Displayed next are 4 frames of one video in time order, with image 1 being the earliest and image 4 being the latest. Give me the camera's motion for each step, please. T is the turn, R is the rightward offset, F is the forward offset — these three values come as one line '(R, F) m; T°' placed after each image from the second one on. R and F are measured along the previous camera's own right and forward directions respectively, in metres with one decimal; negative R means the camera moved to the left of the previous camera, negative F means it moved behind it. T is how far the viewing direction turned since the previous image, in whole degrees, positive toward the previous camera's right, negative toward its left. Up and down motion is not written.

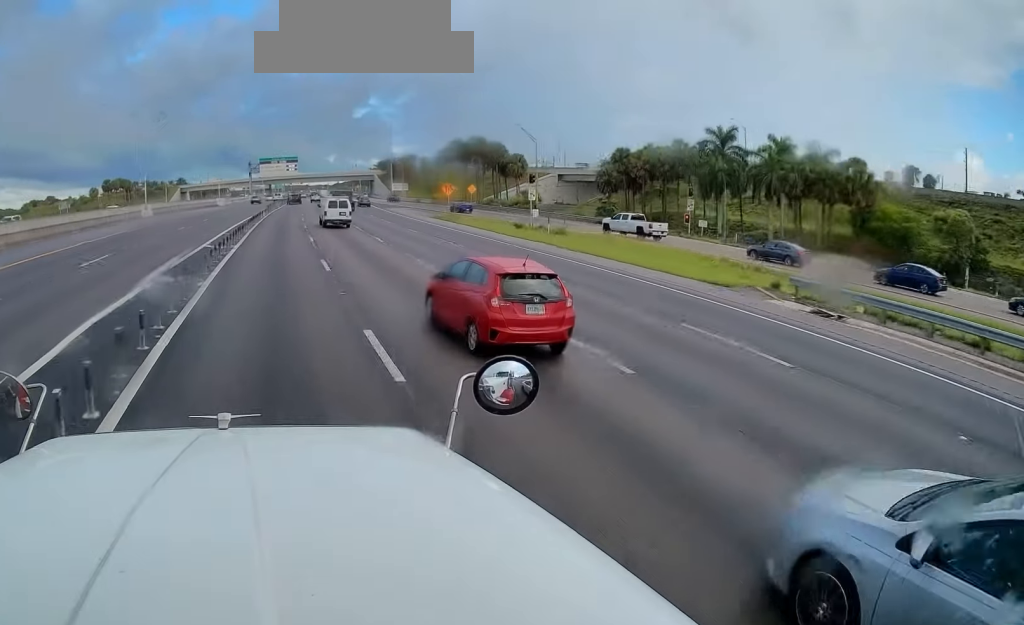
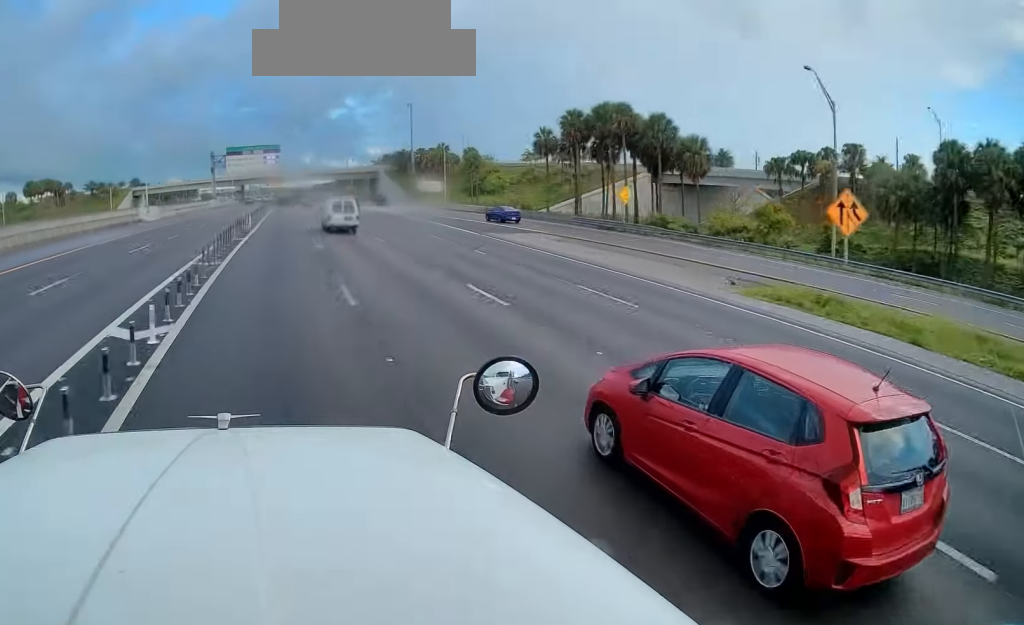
(+0.8, +52.6) m; +3°
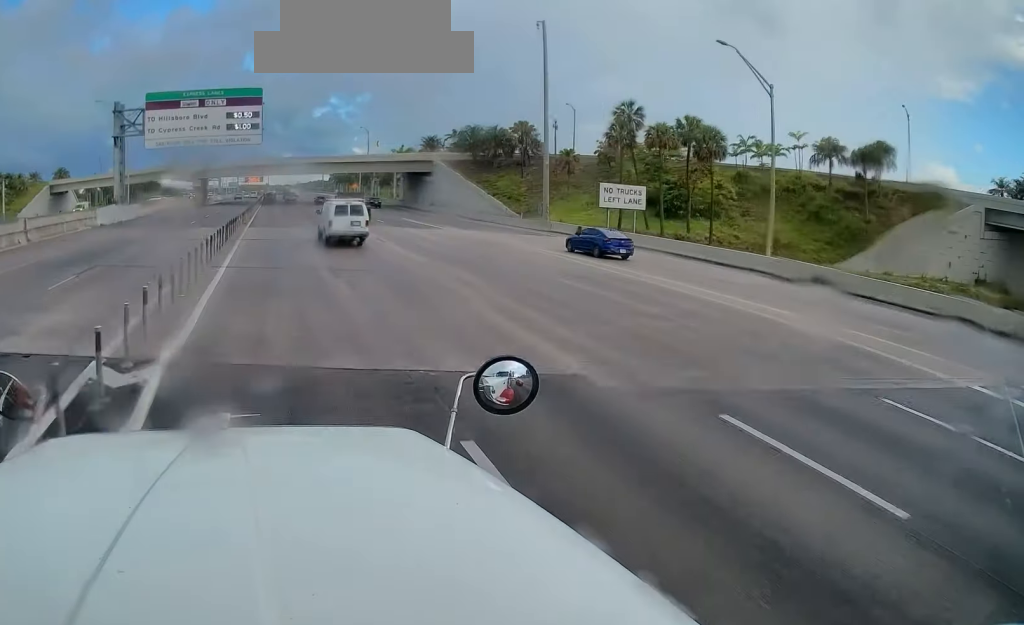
(+1.5, +72.2) m; +2°
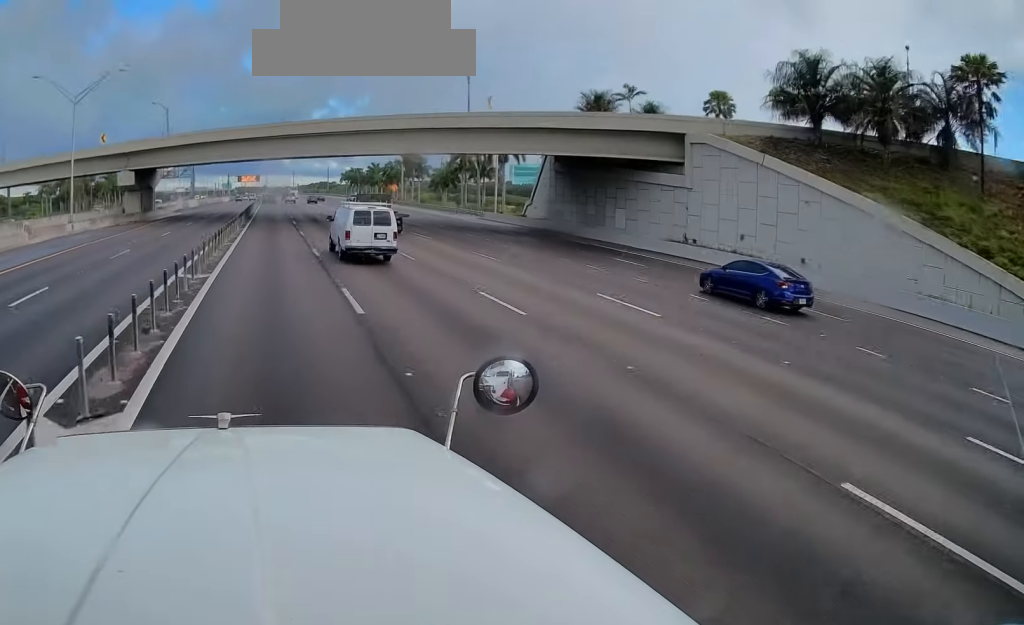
(+0.5, +64.4) m; 0°
